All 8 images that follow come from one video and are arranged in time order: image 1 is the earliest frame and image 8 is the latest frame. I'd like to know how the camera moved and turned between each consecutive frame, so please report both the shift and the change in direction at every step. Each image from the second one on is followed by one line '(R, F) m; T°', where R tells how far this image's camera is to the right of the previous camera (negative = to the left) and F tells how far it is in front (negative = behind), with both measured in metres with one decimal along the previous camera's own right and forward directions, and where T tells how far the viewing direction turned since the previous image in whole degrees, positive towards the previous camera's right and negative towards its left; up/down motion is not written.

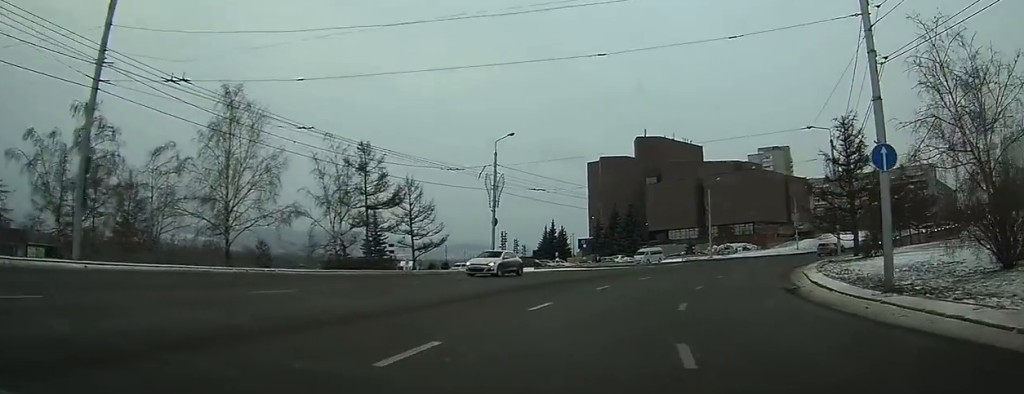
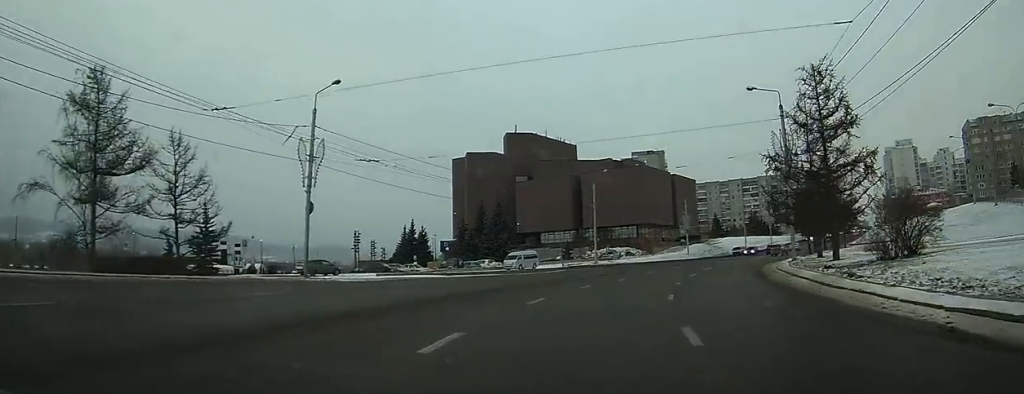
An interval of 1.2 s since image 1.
(+1.6, +19.4) m; +12°
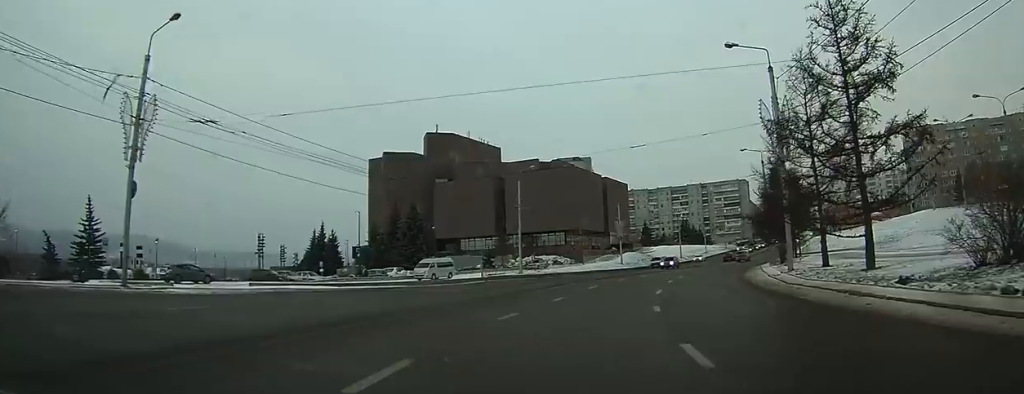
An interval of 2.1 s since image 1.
(+0.9, +12.1) m; +11°
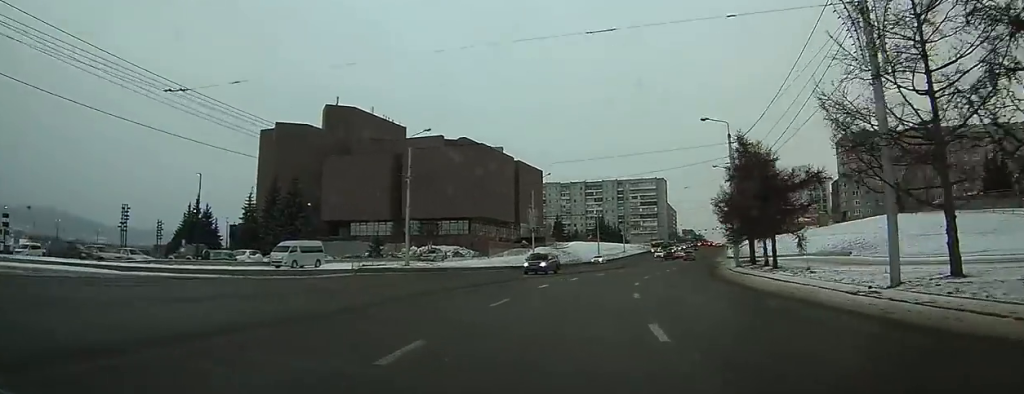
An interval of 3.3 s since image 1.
(+2.3, +15.9) m; +10°
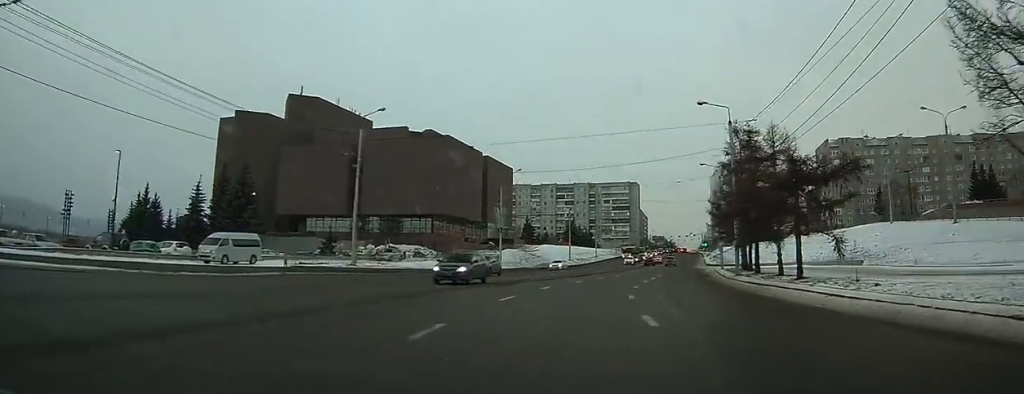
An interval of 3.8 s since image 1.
(-0.1, +6.8) m; +2°
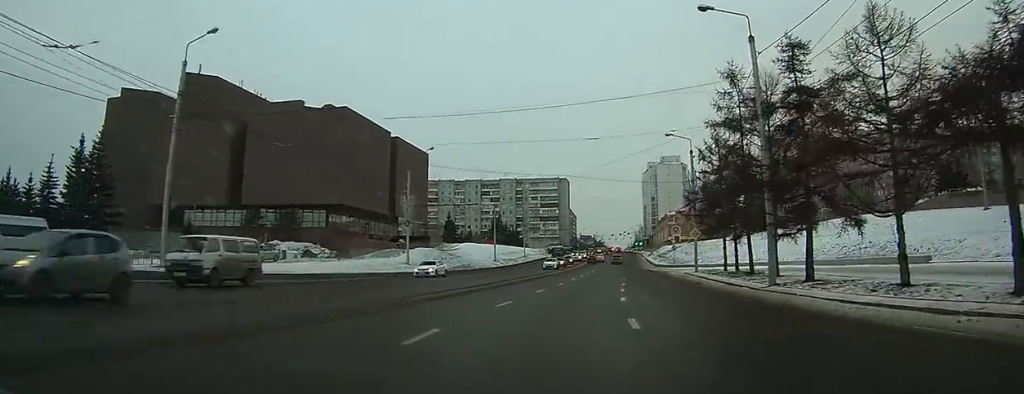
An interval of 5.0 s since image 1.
(+0.8, +14.6) m; +5°
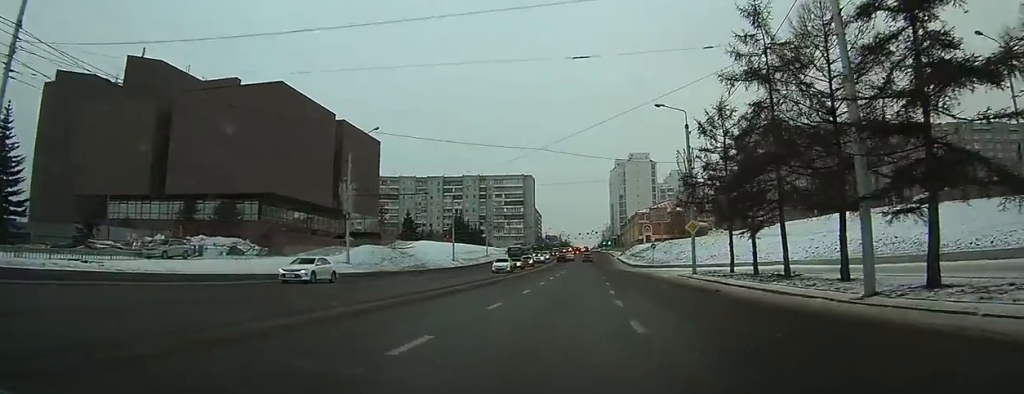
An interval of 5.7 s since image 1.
(+0.2, +7.7) m; +2°
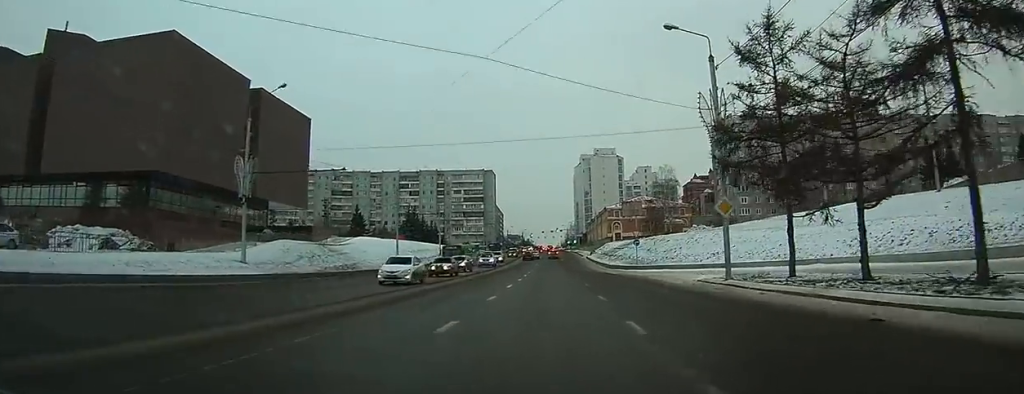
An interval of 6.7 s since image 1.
(+0.3, +10.2) m; +2°
